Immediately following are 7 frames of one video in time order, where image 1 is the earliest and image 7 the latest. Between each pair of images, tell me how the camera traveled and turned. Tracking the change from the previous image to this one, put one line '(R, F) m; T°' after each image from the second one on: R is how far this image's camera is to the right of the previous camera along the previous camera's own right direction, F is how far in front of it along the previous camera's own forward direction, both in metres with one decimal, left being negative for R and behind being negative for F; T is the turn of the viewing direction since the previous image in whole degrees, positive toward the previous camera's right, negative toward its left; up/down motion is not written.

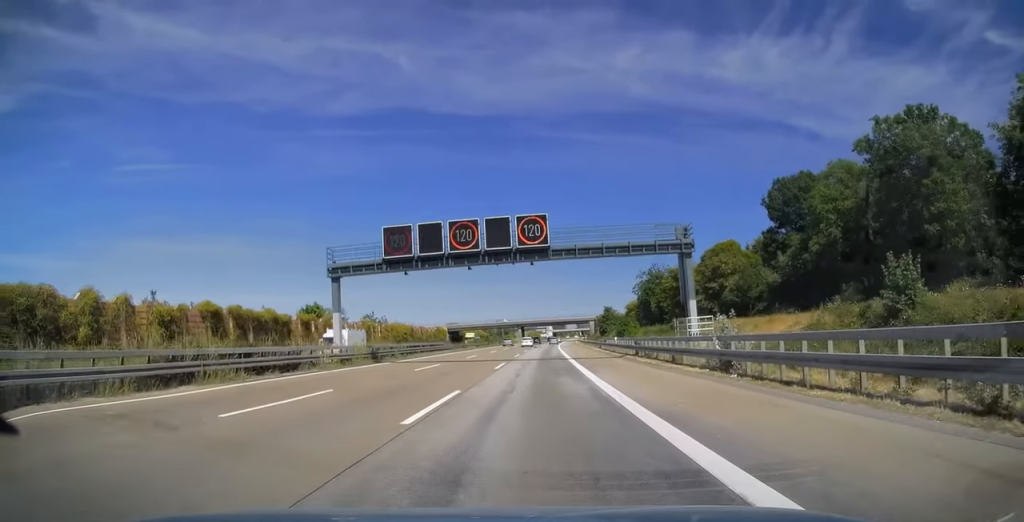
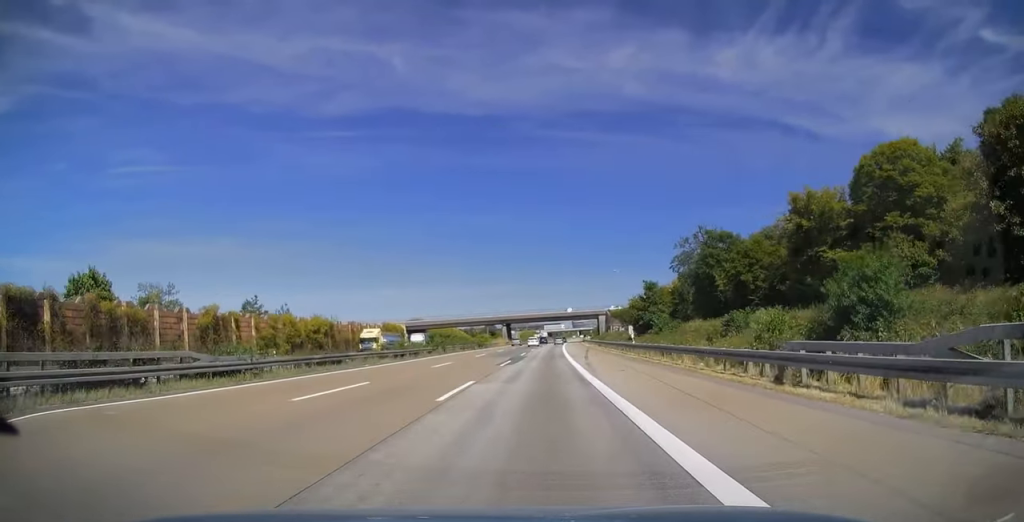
(+0.5, +49.6) m; +2°
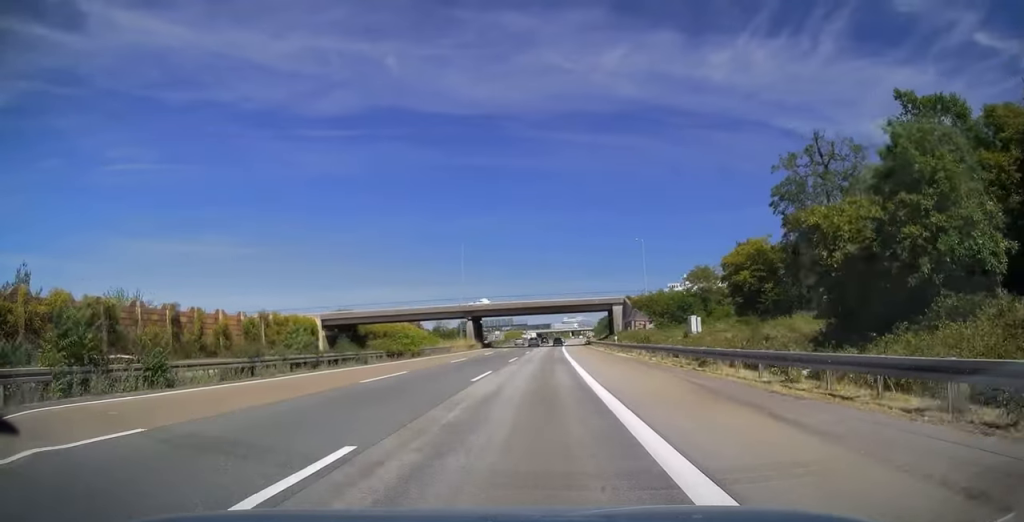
(+0.3, +47.5) m; +1°
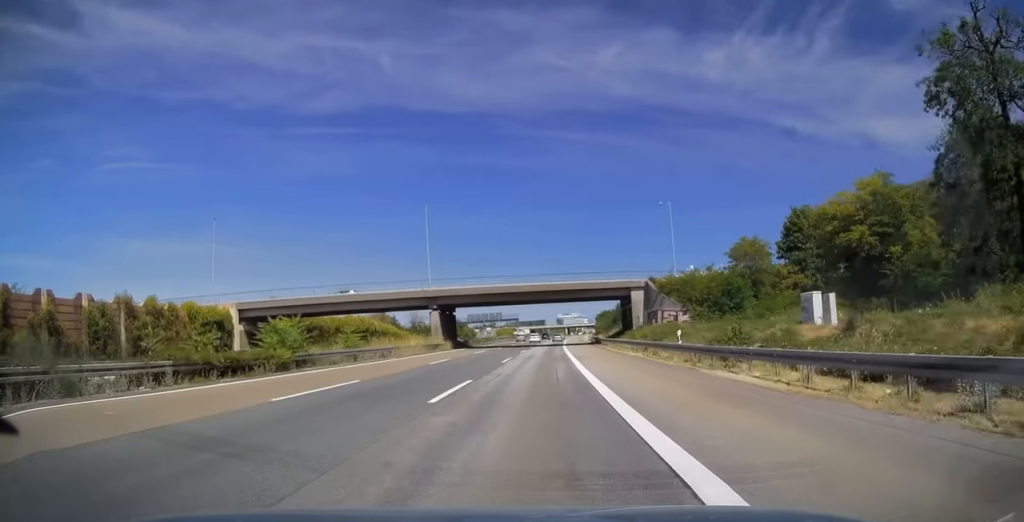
(0.0, +24.8) m; +1°
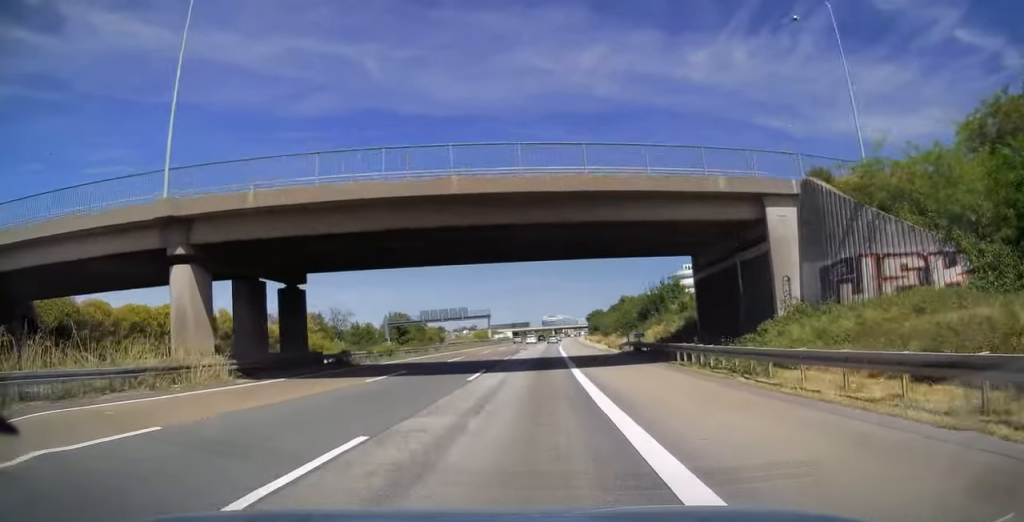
(+0.5, +45.9) m; +1°
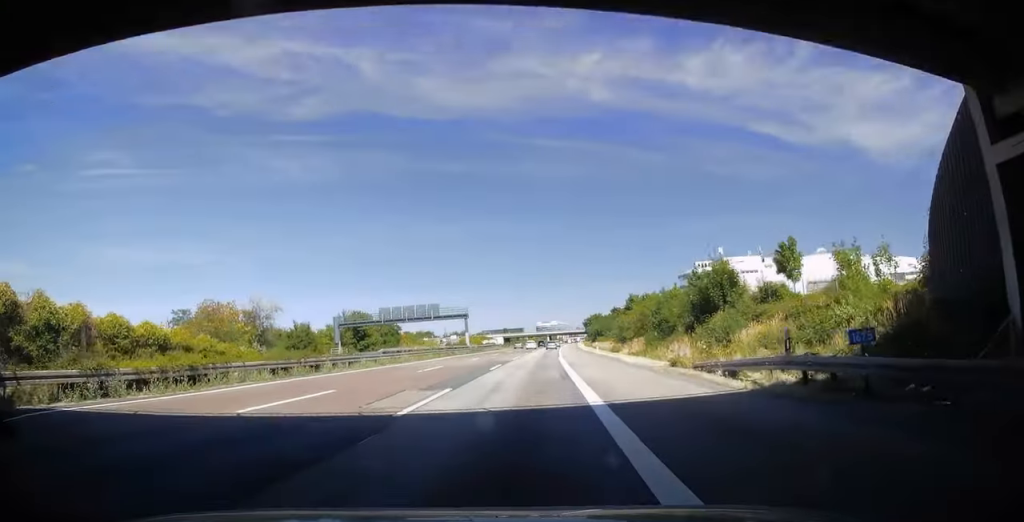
(+0.2, +26.2) m; +1°
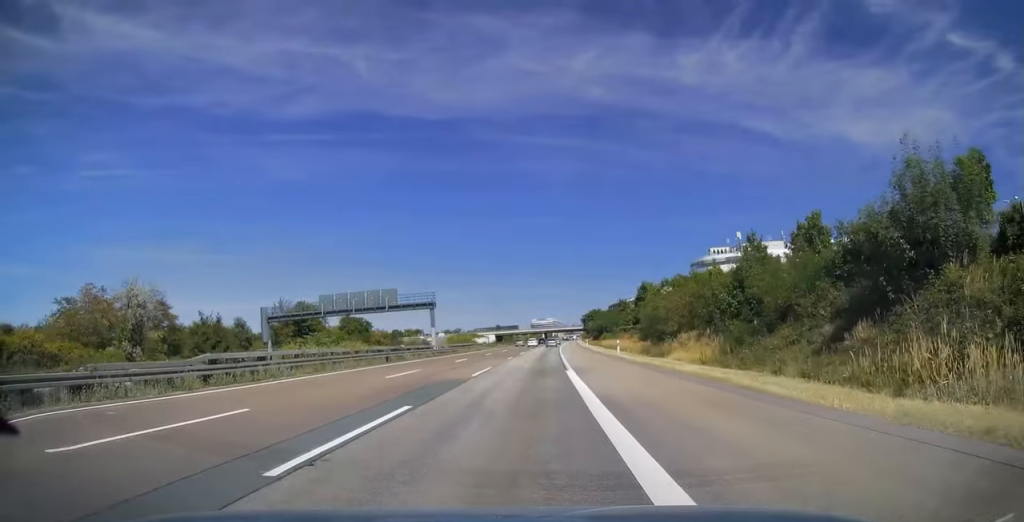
(+0.1, +23.7) m; +1°
